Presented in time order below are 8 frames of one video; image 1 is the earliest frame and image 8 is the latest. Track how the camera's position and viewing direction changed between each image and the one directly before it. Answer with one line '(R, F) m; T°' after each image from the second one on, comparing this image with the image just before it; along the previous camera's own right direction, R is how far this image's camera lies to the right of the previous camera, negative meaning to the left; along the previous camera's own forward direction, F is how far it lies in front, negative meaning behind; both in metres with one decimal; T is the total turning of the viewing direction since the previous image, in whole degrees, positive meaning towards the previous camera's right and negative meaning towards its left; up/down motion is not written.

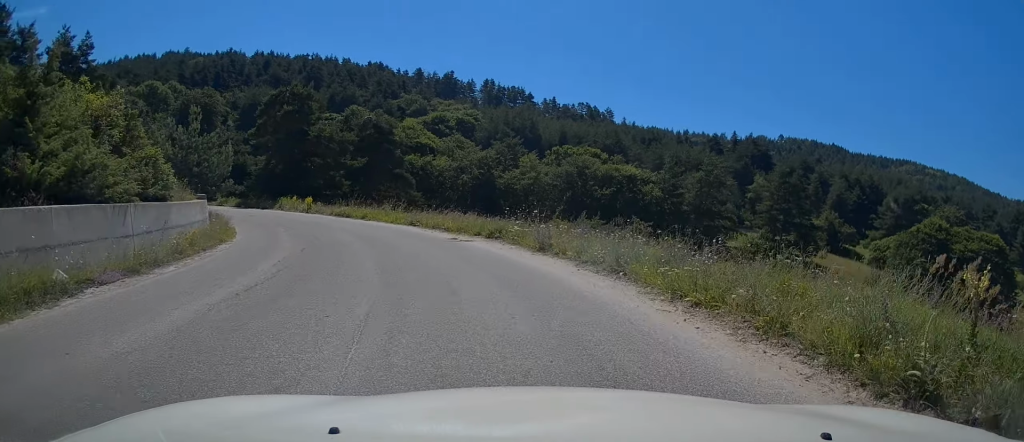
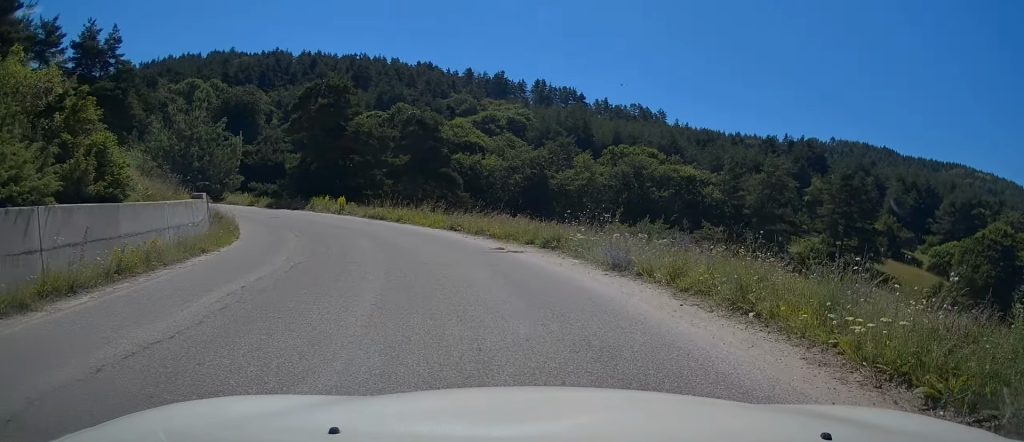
(-0.2, +3.6) m; -5°
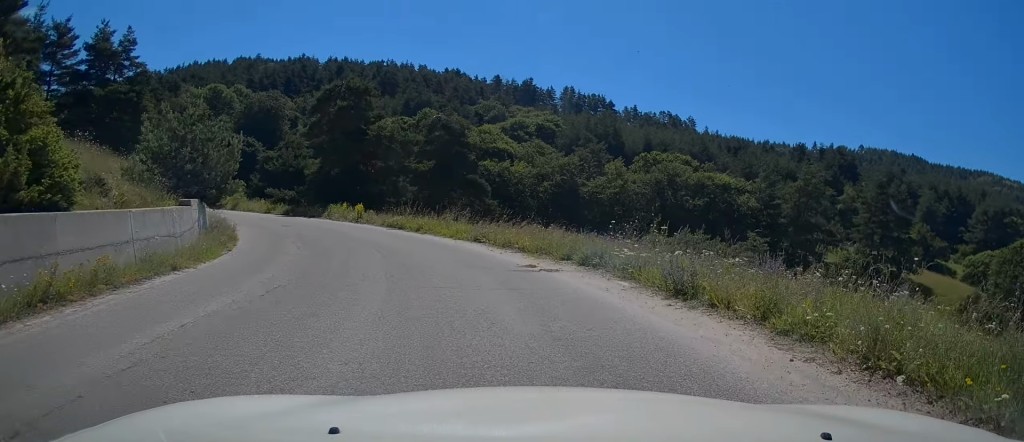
(0.0, +2.4) m; -3°
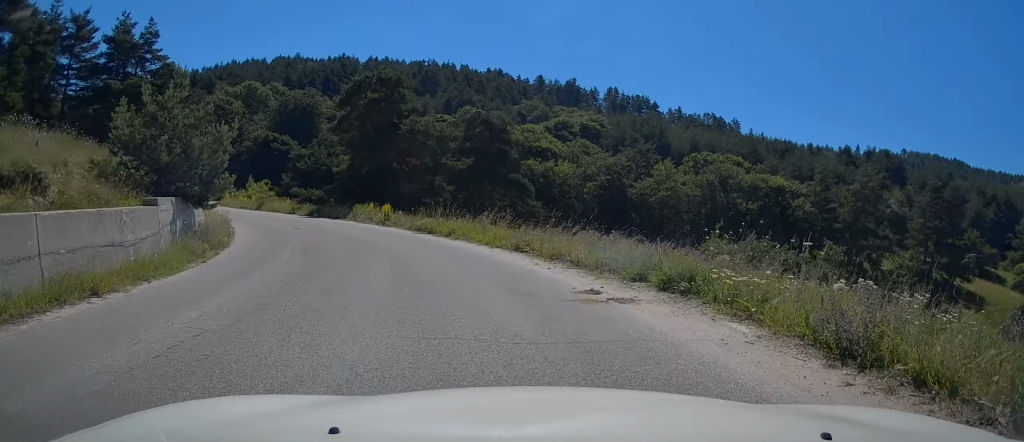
(+0.1, +3.4) m; -4°
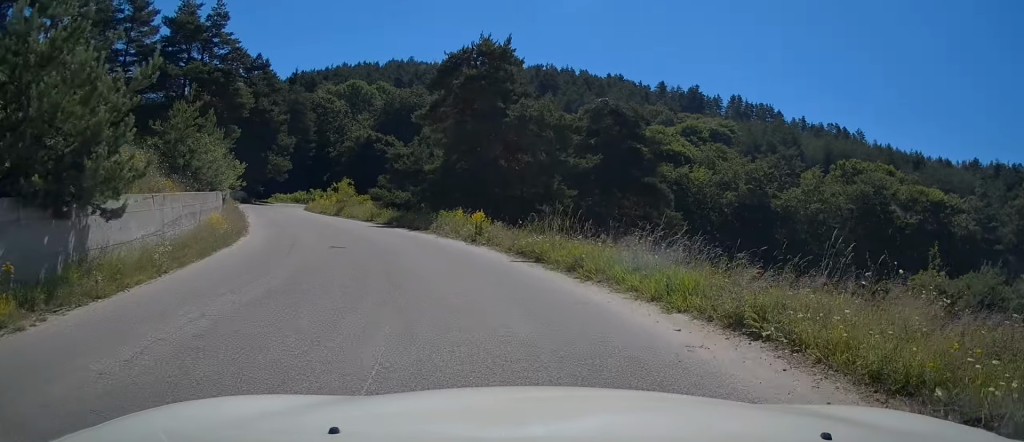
(-0.9, +8.8) m; -10°
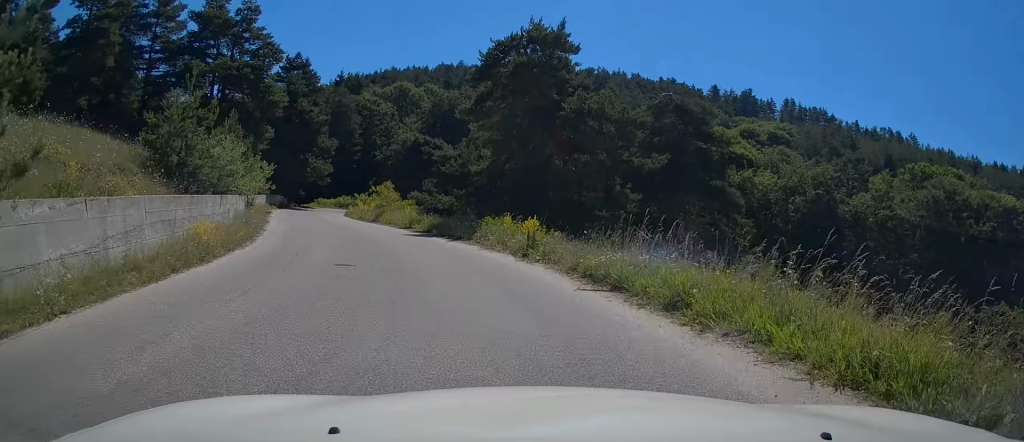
(0.0, +3.7) m; -4°
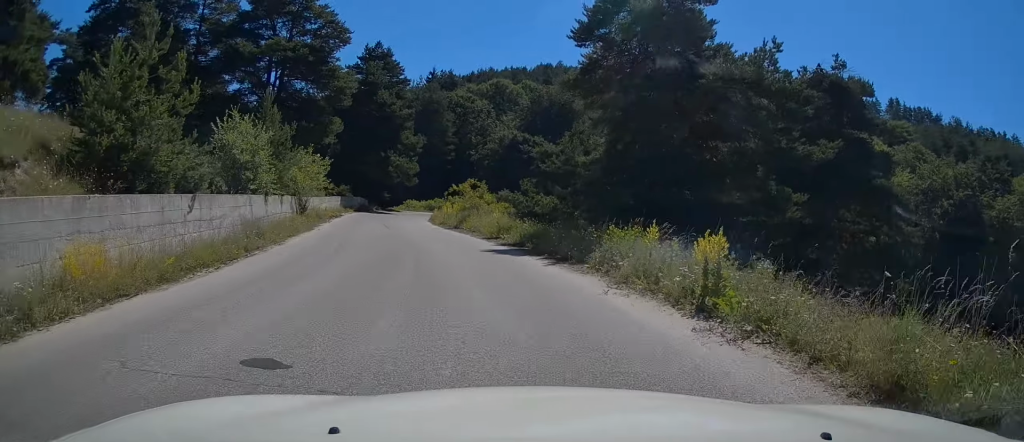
(-0.6, +7.5) m; -7°
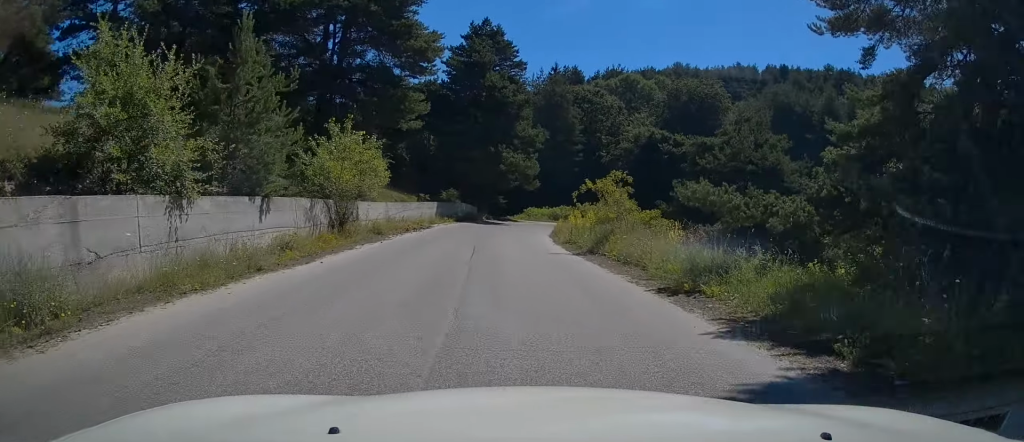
(-0.8, +11.6) m; -9°
